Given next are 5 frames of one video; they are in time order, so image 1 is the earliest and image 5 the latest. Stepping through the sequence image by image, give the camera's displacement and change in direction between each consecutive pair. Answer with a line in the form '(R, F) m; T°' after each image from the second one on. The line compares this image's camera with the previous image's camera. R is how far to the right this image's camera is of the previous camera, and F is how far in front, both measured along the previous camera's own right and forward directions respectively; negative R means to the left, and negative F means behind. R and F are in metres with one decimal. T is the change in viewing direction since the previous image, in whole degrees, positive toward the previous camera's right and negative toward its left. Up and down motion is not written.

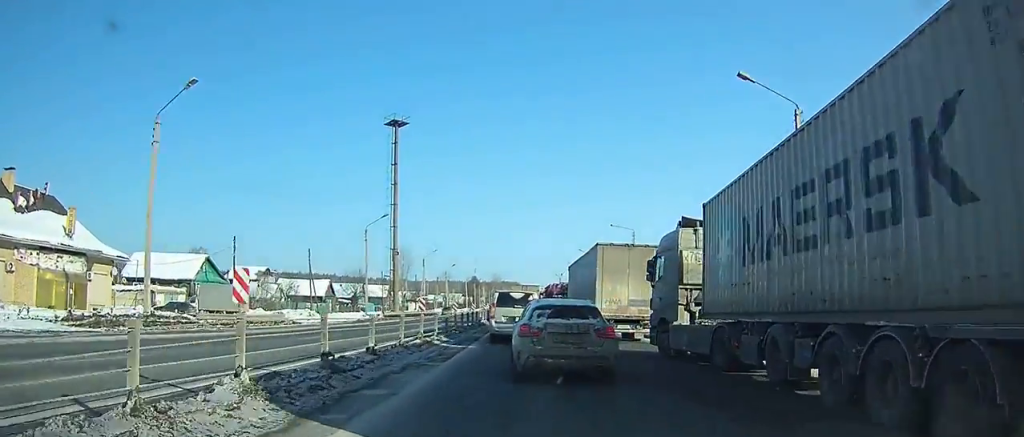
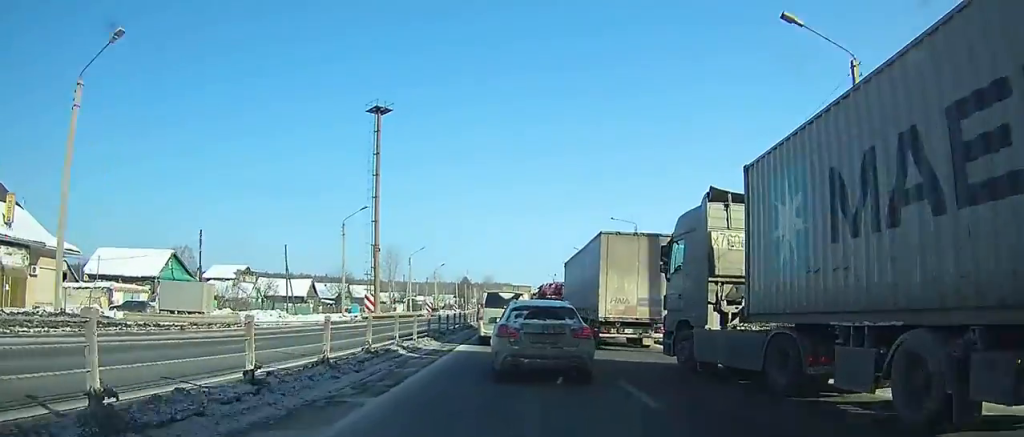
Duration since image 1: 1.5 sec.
(+0.1, +4.6) m; 0°
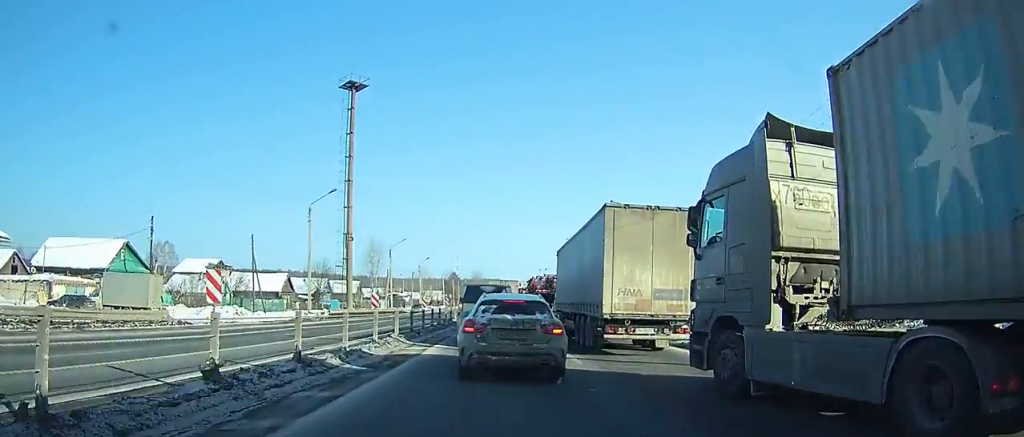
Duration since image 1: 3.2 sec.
(+0.1, +5.2) m; 0°
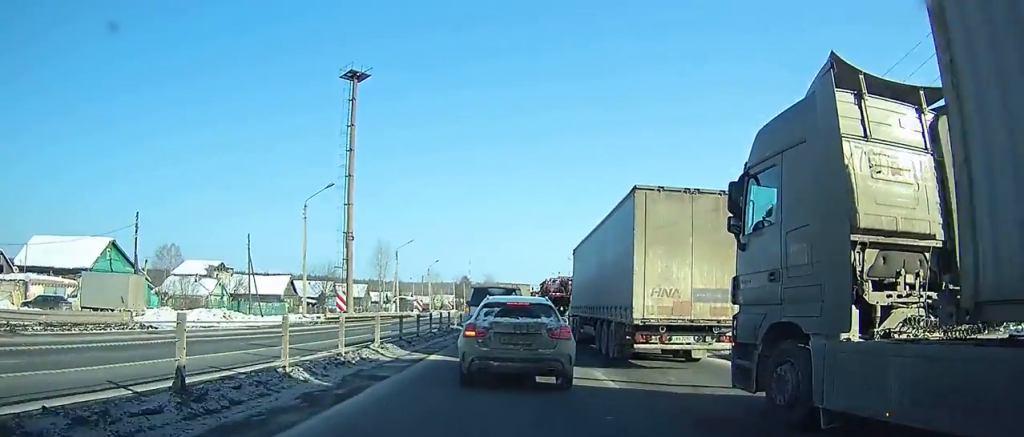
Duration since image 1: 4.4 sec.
(-0.1, +3.3) m; -1°
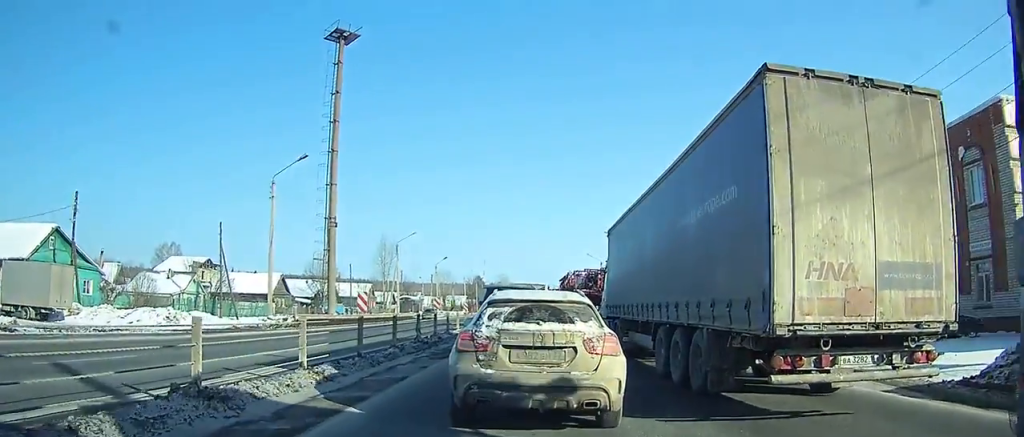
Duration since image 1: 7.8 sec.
(-0.2, +8.6) m; -2°
